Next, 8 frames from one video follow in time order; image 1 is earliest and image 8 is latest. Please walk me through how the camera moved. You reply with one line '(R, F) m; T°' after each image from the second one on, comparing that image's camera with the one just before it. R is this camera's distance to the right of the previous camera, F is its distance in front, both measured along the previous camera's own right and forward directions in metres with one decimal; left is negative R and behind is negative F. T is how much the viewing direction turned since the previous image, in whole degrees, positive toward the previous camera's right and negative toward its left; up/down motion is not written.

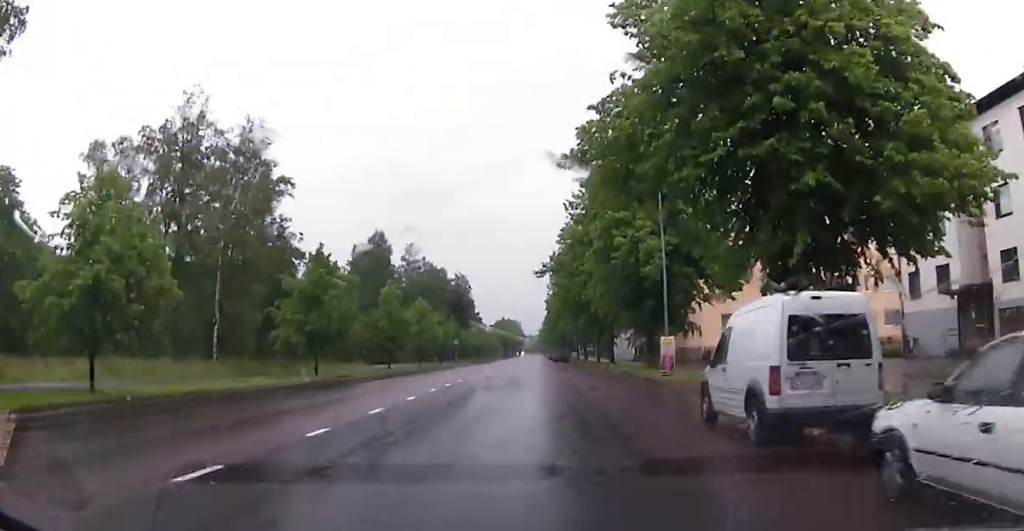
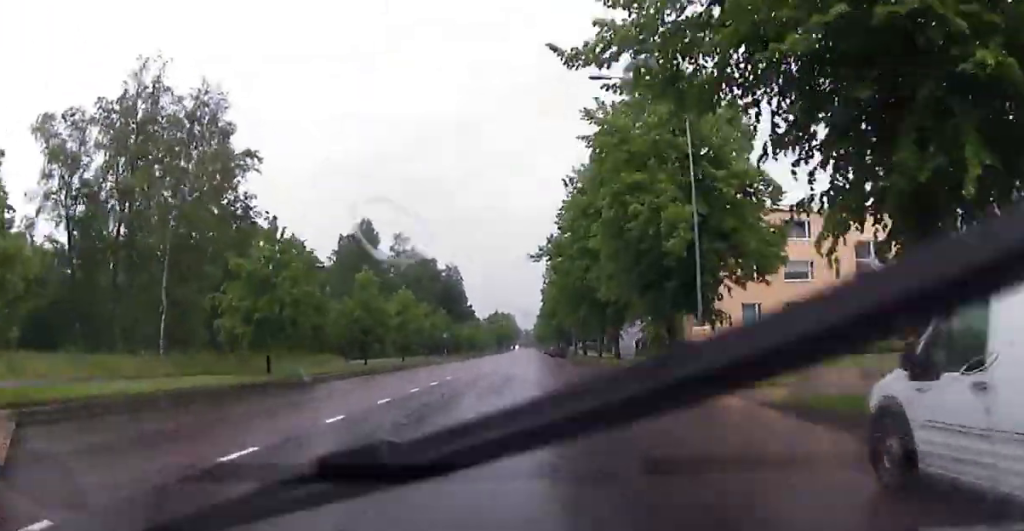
(+0.1, +6.7) m; 0°
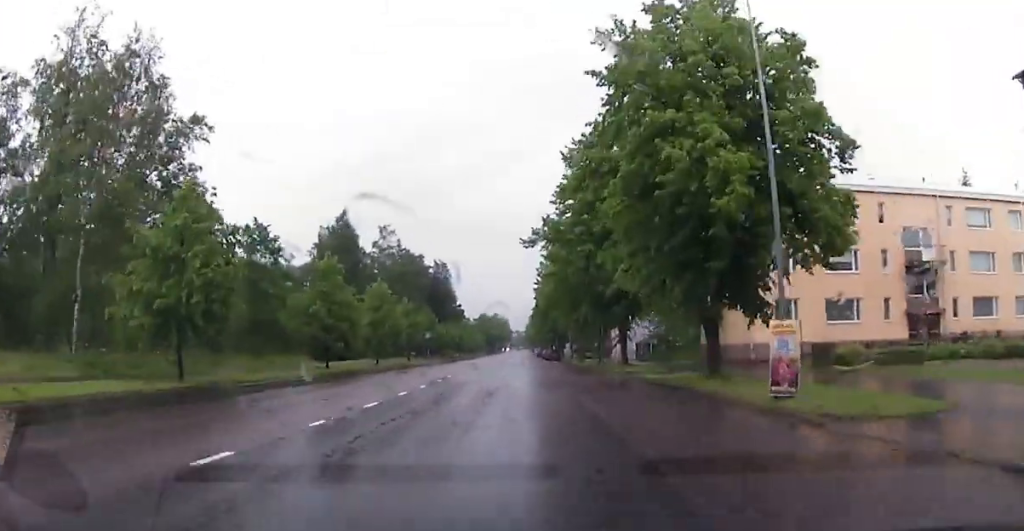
(+0.1, +8.1) m; -1°
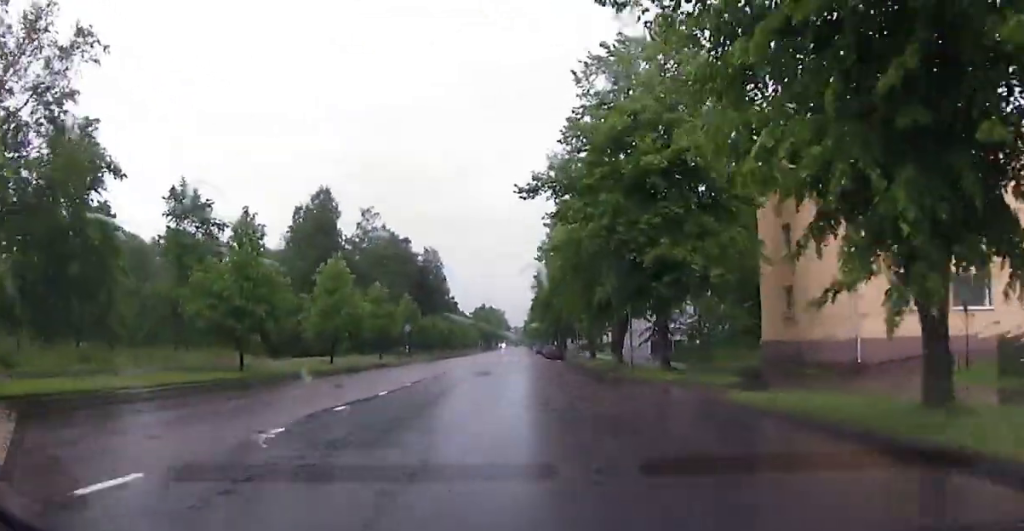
(-0.4, +13.4) m; -1°
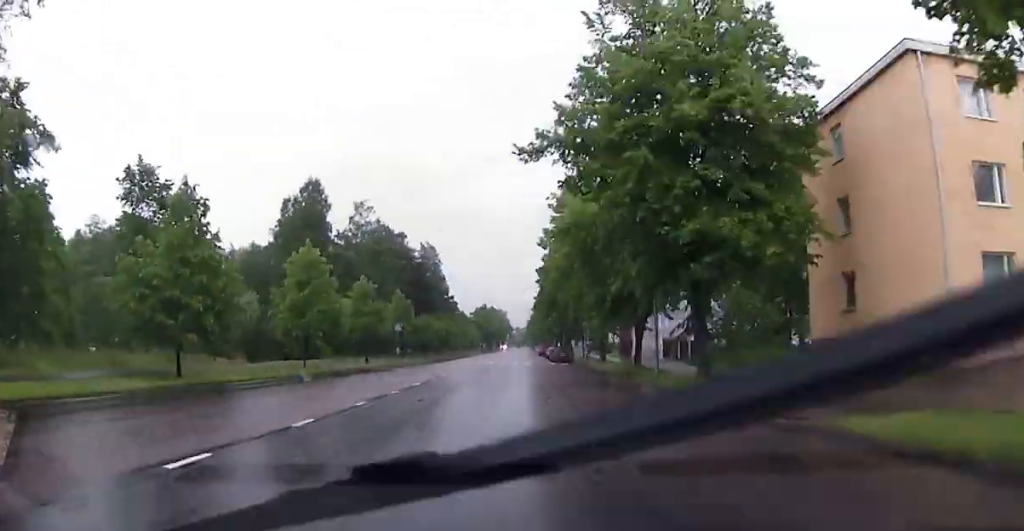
(-0.2, +6.2) m; 0°
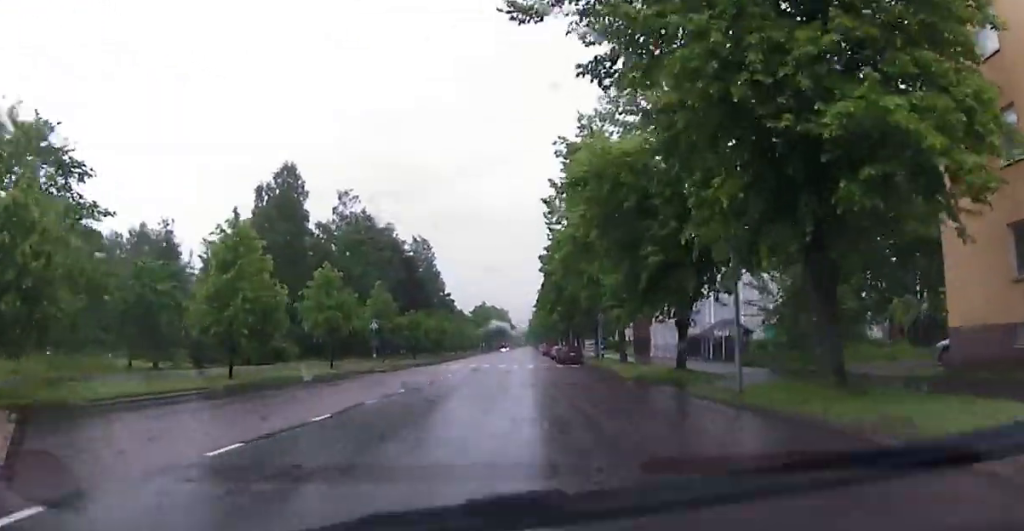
(+0.4, +10.6) m; +2°
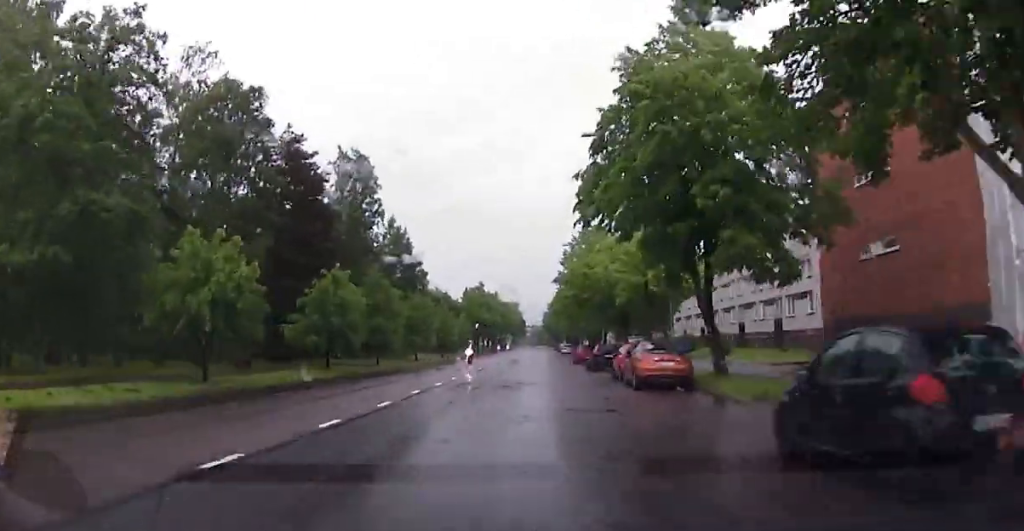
(-0.7, +53.0) m; -2°
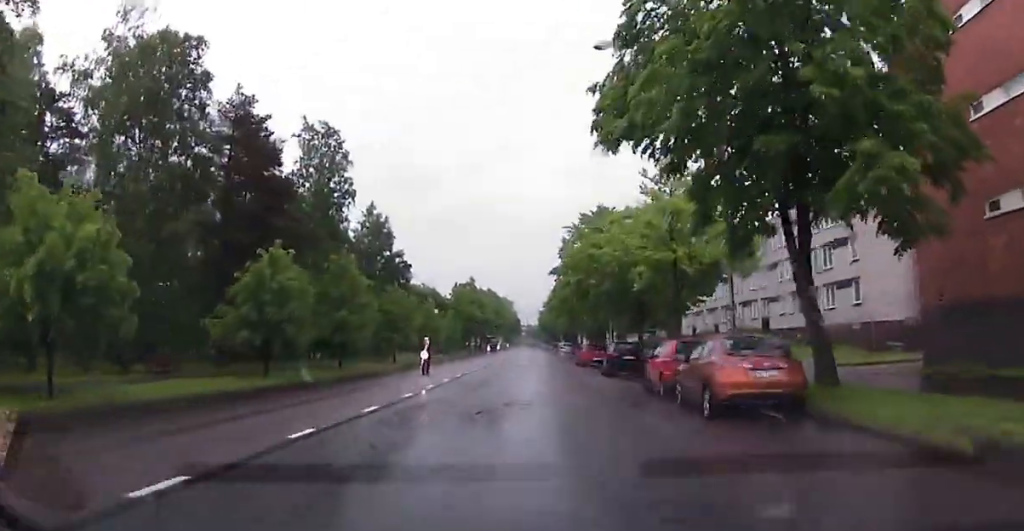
(+0.2, +9.1) m; 0°
